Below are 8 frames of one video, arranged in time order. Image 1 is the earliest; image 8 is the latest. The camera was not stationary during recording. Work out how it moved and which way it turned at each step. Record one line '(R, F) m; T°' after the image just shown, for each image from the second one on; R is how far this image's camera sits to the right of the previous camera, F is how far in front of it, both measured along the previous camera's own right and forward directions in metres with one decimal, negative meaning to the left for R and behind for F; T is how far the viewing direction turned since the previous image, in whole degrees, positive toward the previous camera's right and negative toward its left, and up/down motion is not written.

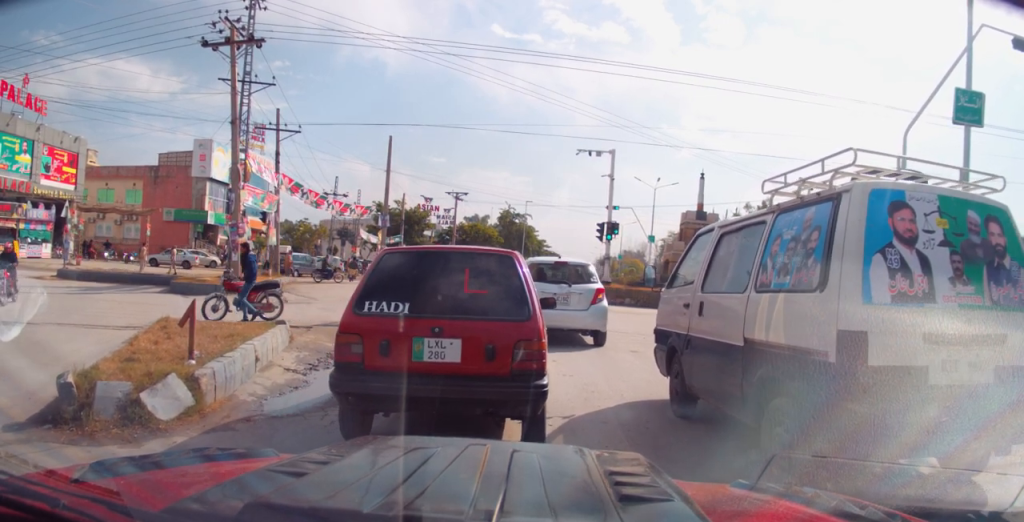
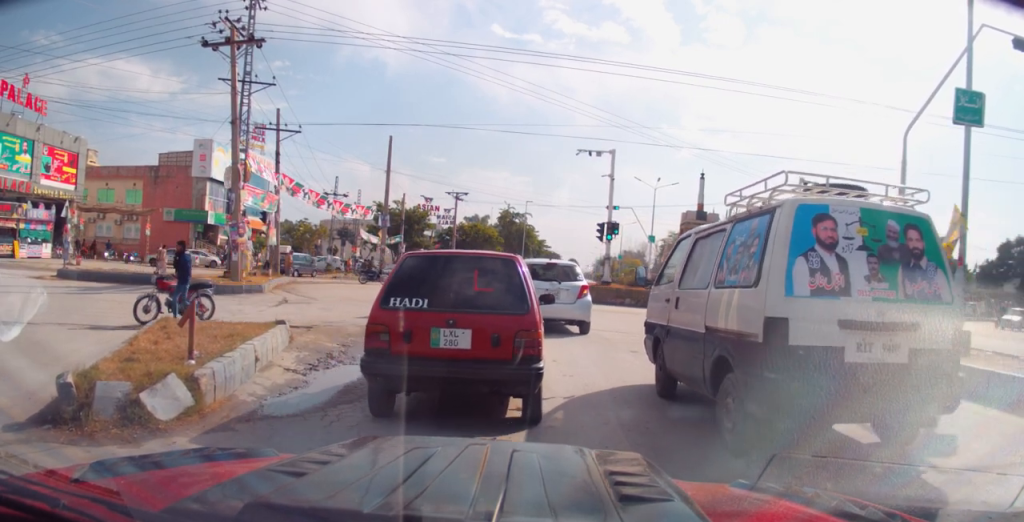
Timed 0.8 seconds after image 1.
(0.0, 0.0) m; 0°
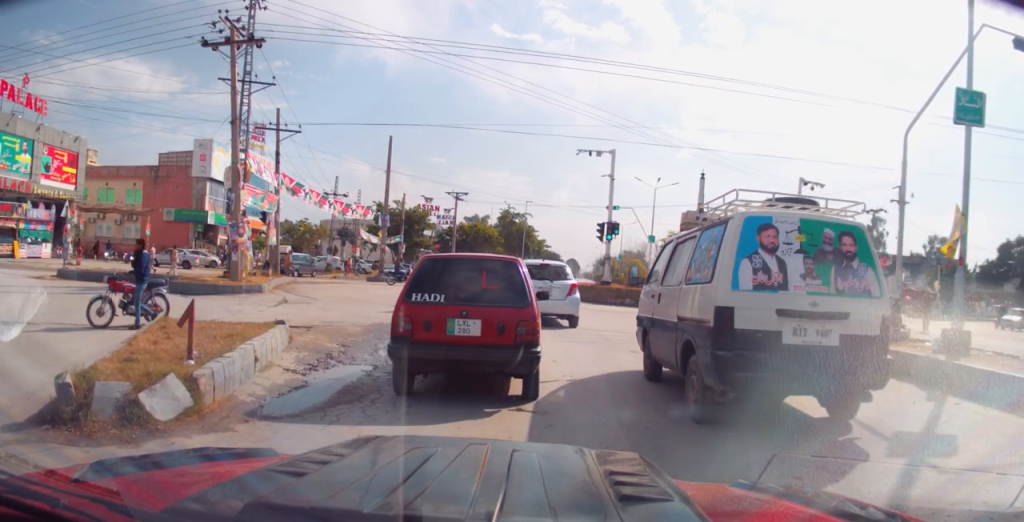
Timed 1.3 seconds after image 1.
(0.0, 0.0) m; 0°
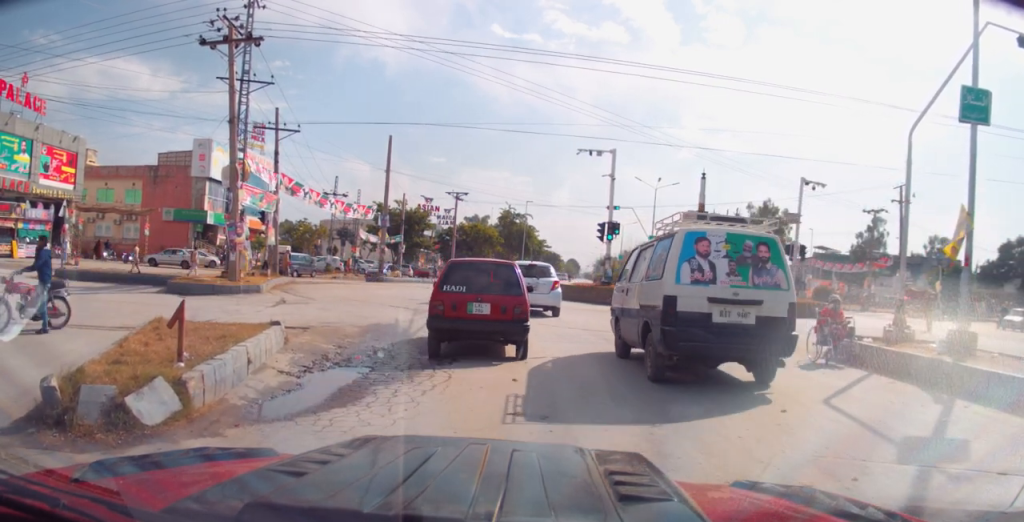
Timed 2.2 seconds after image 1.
(0.0, 0.0) m; 0°
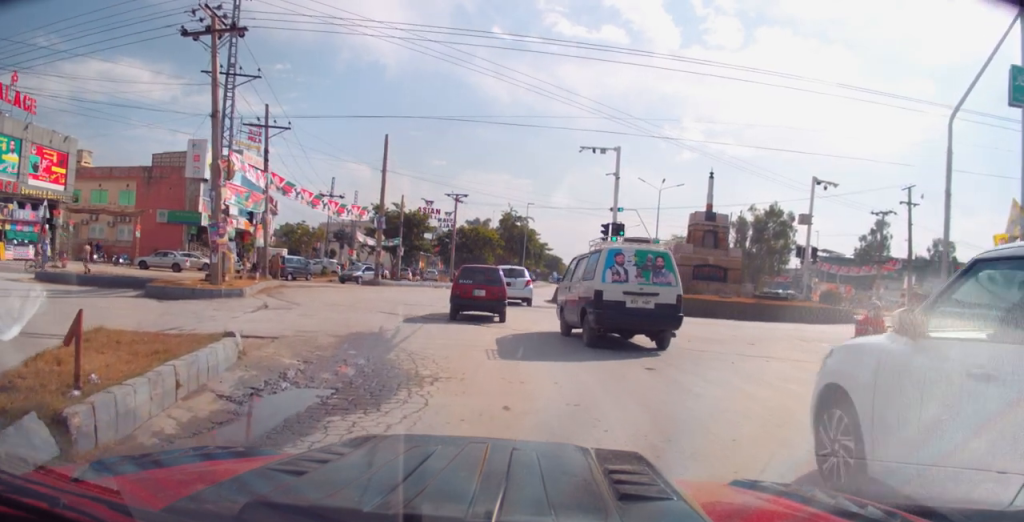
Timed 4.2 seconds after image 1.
(-0.1, +0.6) m; 0°
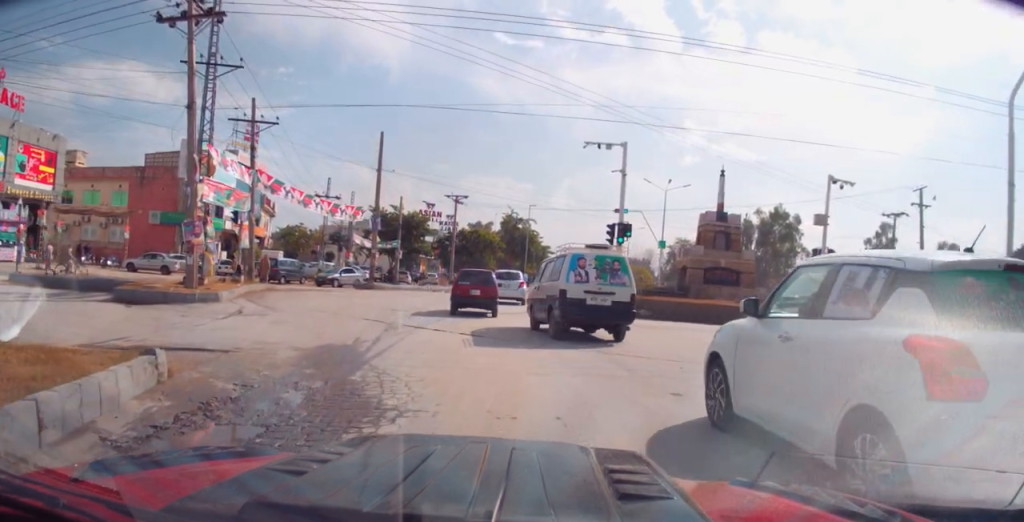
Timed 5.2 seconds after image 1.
(-0.1, +1.3) m; 0°
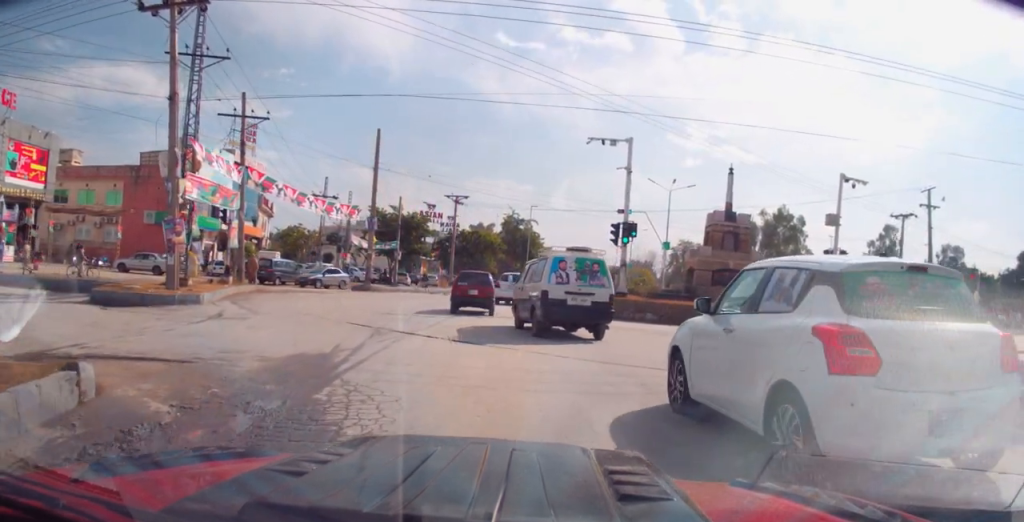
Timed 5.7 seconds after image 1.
(+0.1, +1.0) m; 0°
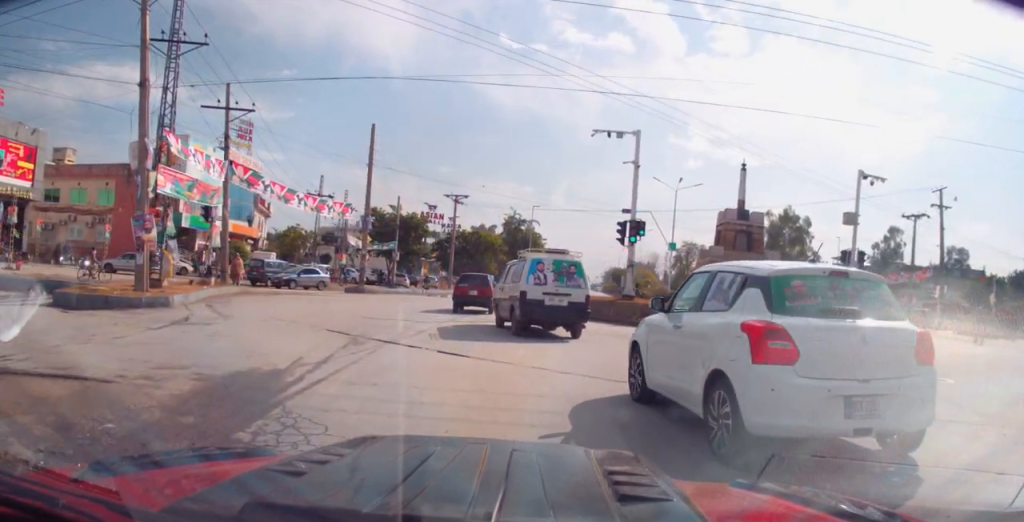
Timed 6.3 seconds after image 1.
(0.0, +1.5) m; -2°
